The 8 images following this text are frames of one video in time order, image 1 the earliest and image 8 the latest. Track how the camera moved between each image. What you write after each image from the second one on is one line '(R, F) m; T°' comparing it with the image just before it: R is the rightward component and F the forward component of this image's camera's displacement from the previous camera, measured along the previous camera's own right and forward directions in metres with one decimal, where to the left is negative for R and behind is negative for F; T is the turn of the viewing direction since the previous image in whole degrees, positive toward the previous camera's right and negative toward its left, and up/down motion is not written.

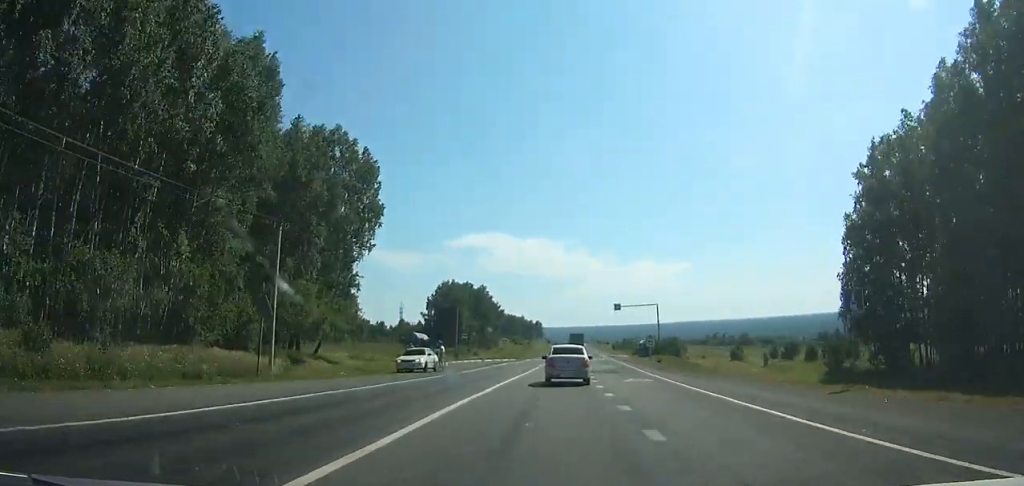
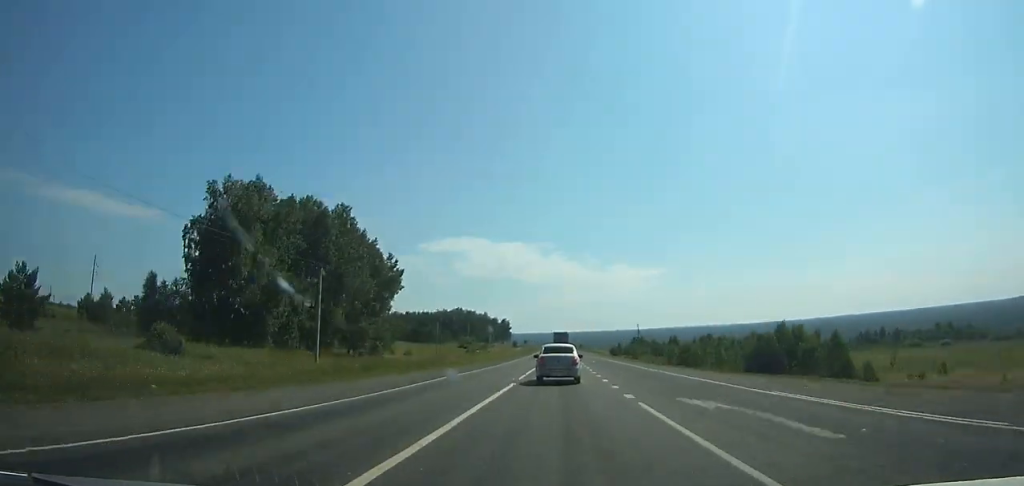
(+2.0, +106.7) m; +2°
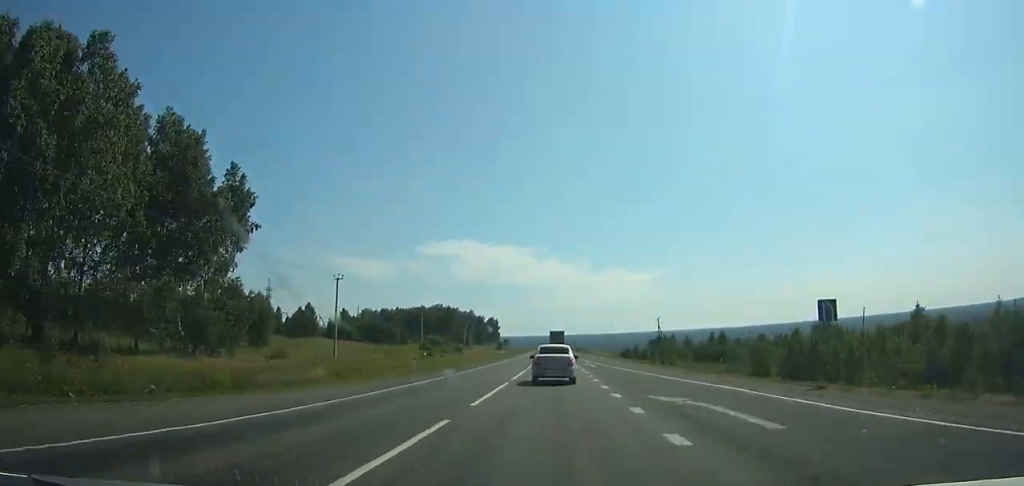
(+0.2, +46.7) m; 0°
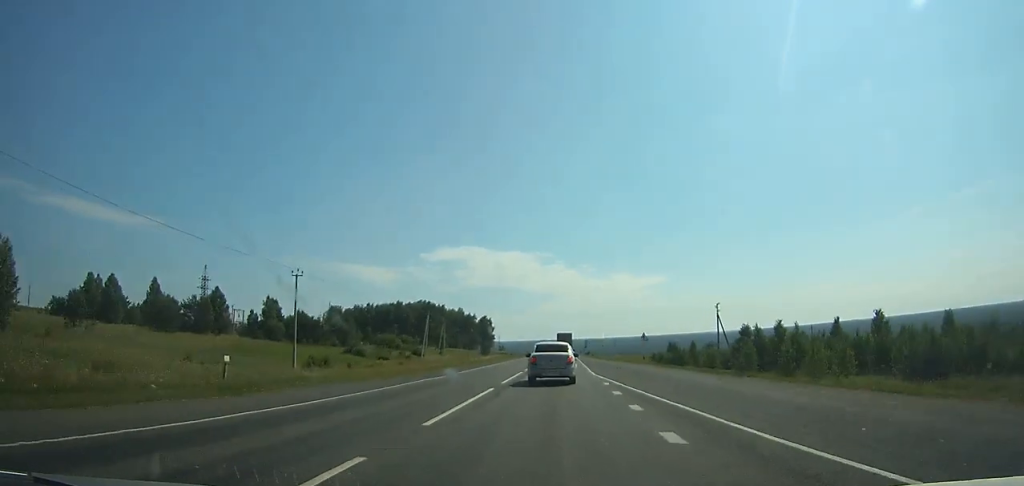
(0.0, +50.5) m; 0°
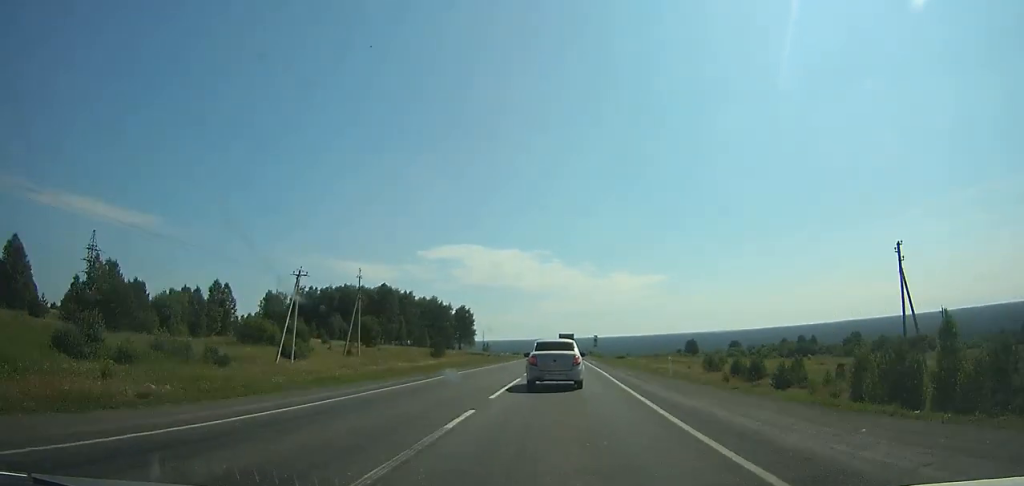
(-0.1, +53.8) m; 0°
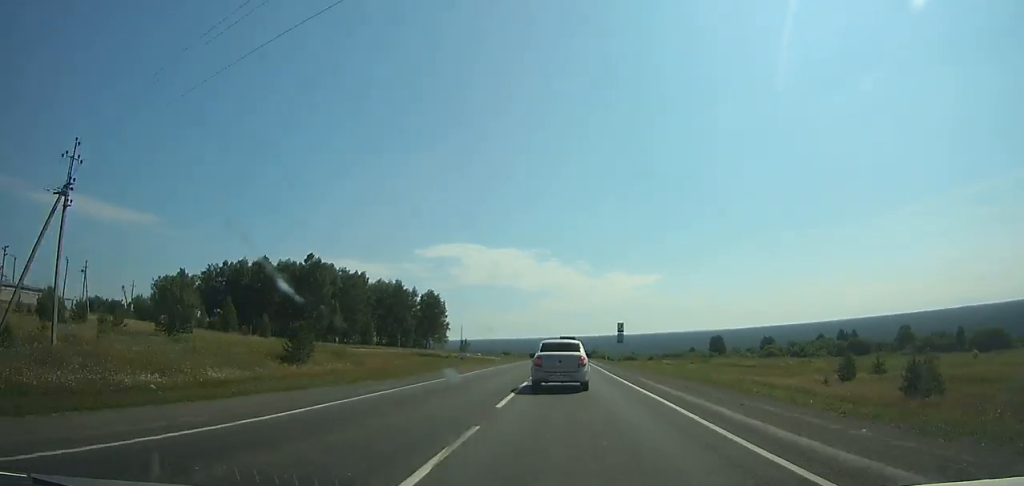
(+0.1, +50.8) m; 0°
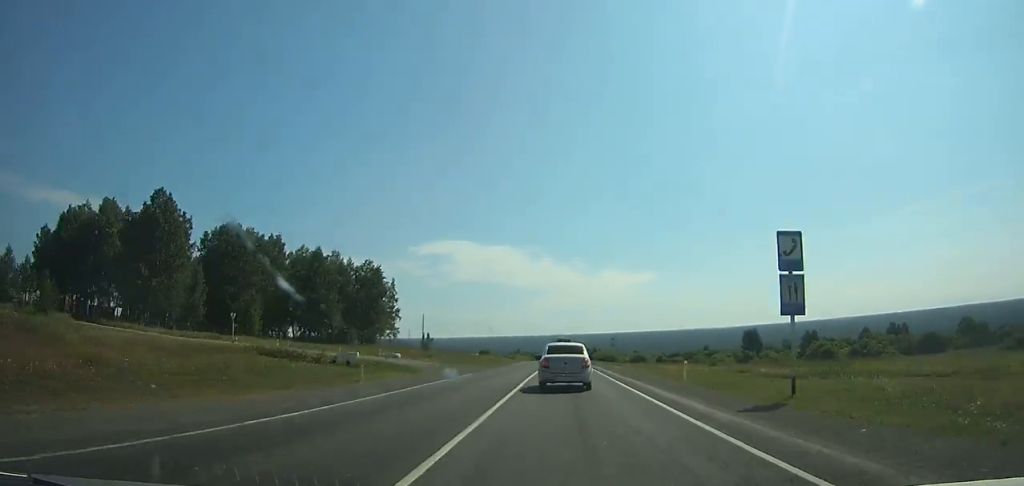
(+0.2, +49.8) m; 0°
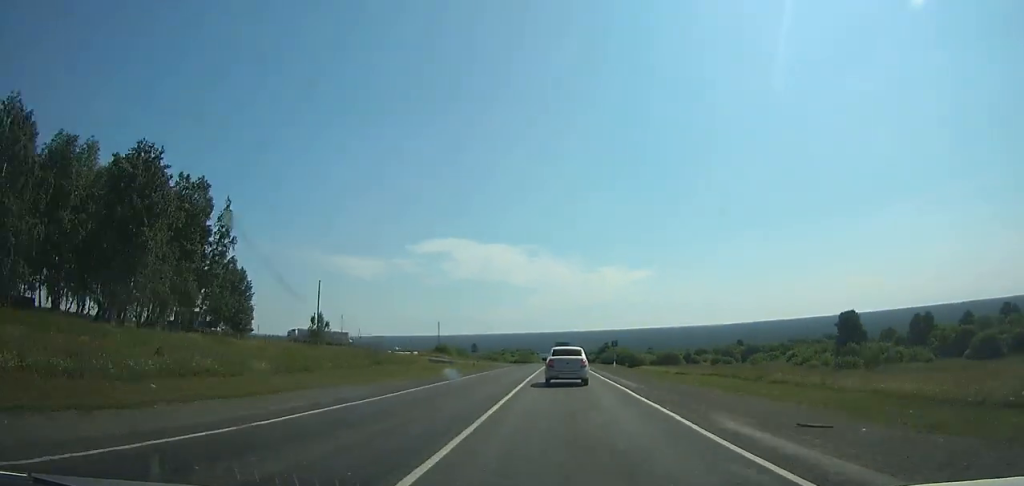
(+0.1, +67.6) m; 0°
